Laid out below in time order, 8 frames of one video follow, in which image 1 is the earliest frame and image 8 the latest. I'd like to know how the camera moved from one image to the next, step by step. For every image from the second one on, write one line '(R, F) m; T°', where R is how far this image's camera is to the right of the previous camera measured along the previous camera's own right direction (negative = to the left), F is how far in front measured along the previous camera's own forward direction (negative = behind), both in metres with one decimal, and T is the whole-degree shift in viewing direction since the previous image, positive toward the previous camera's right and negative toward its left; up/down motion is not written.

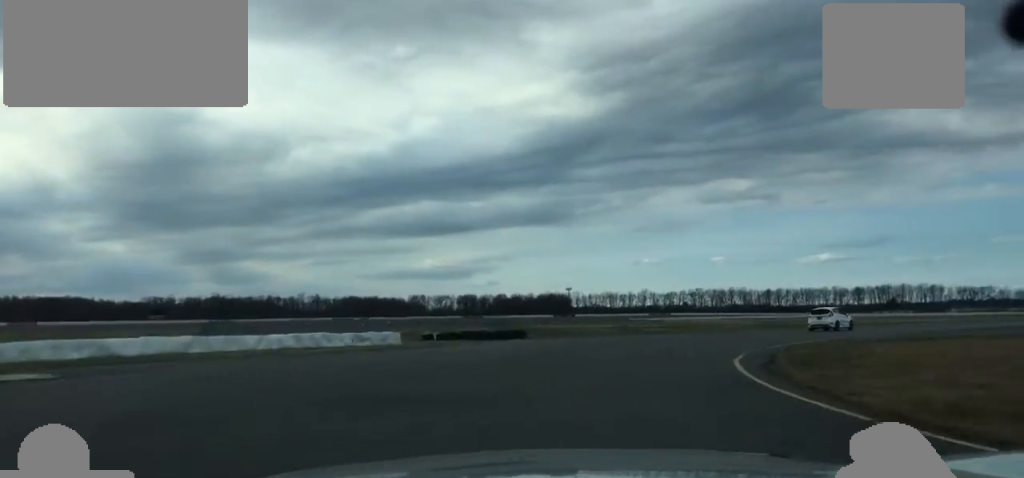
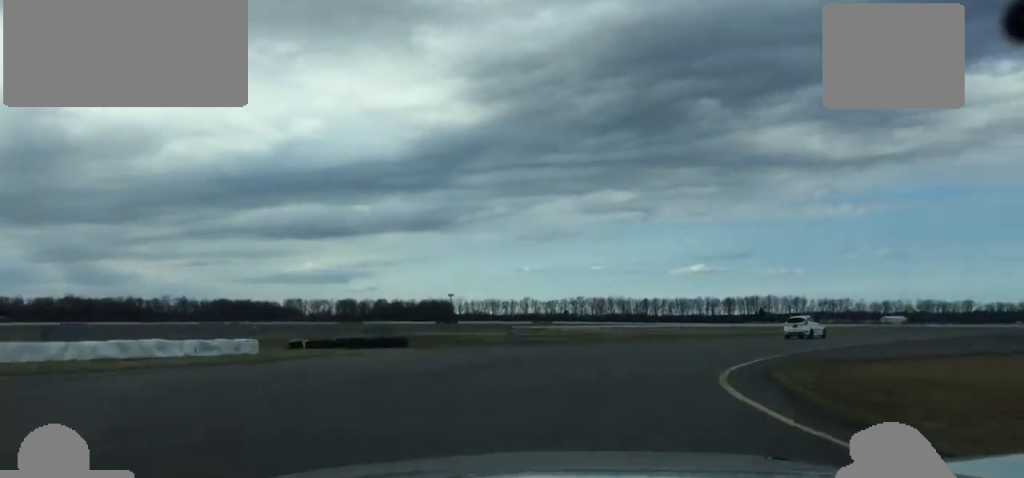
(+1.3, +8.1) m; +8°
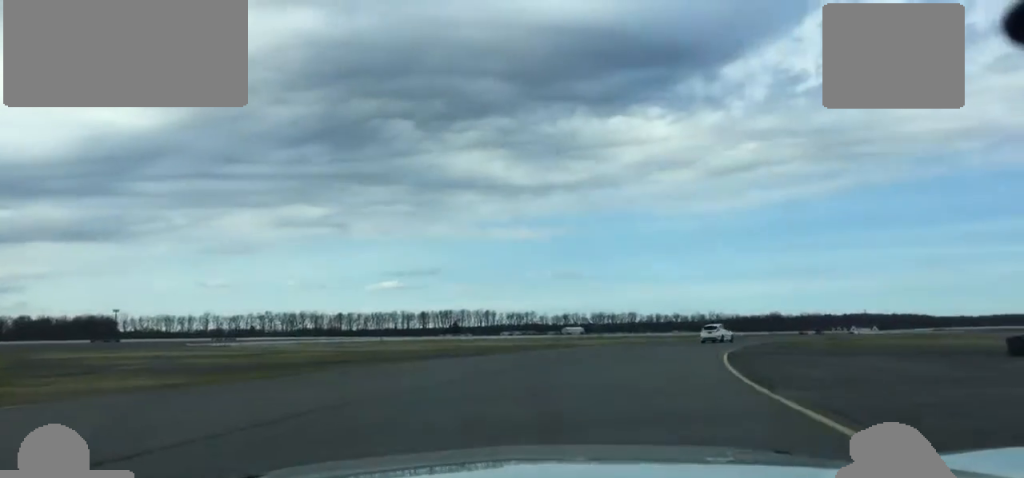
(+3.2, +22.7) m; +16°
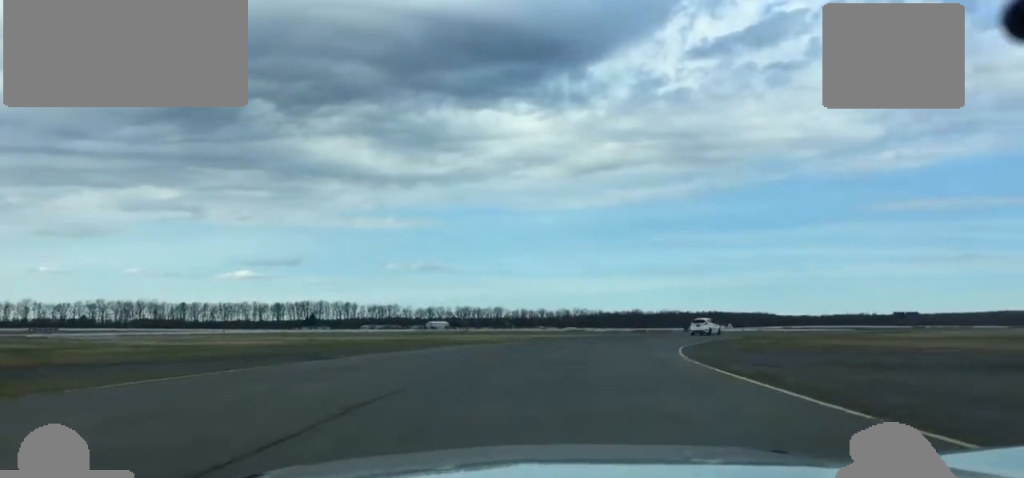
(+1.7, +16.0) m; +8°
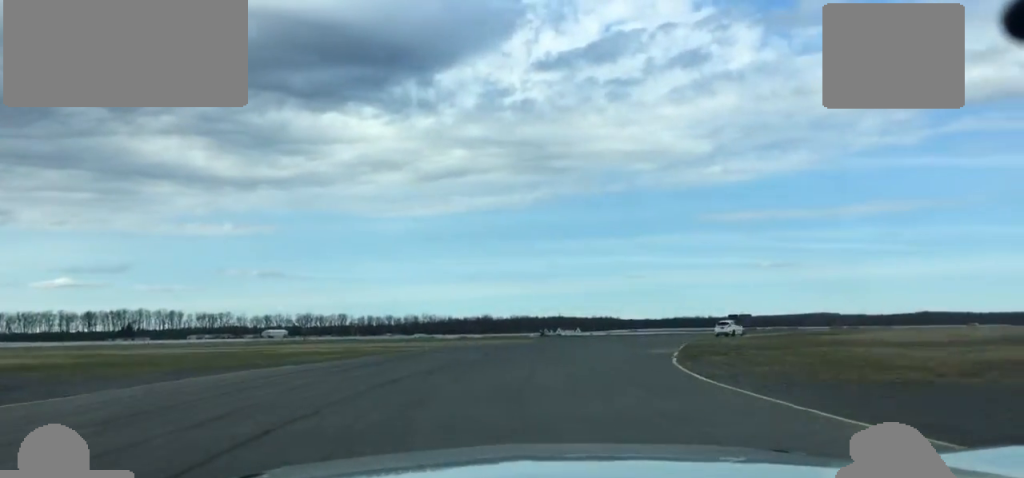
(+1.9, +22.8) m; +11°
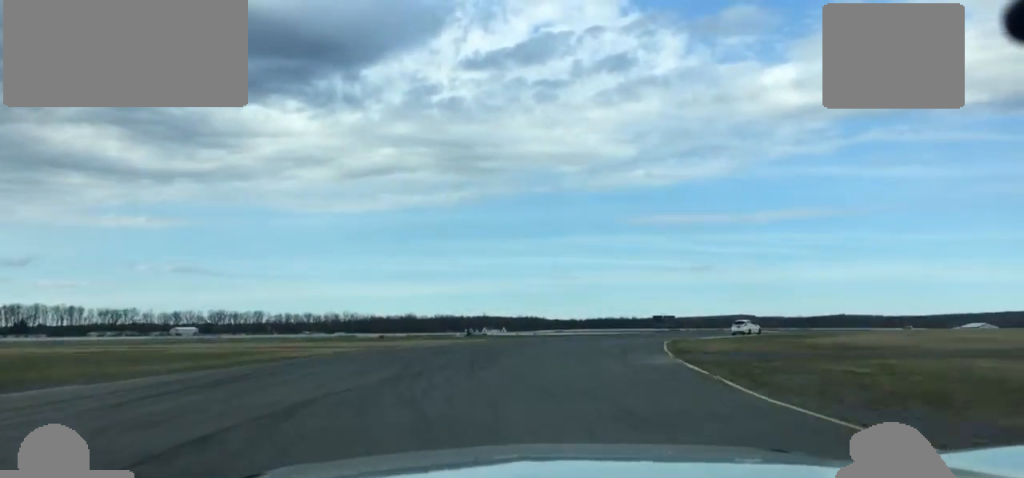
(+0.1, +11.4) m; +5°
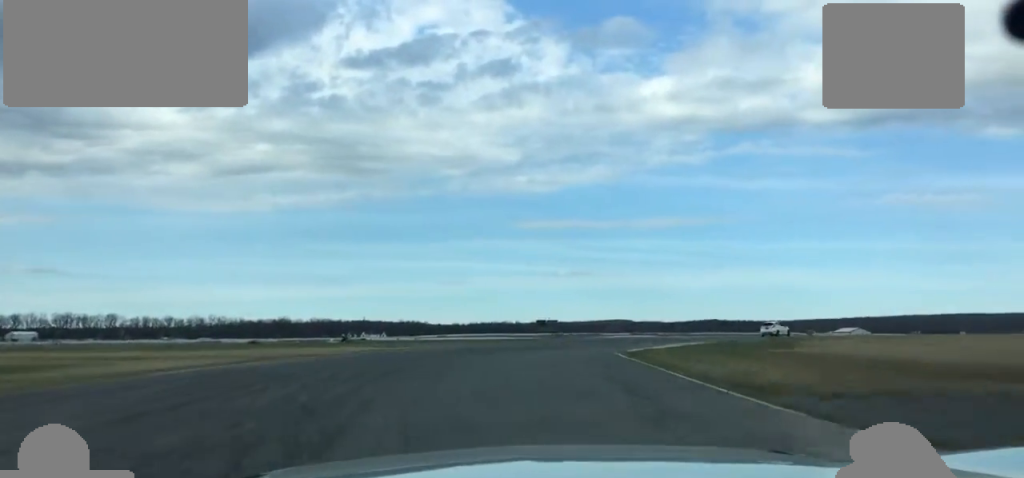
(+1.8, +18.3) m; +8°
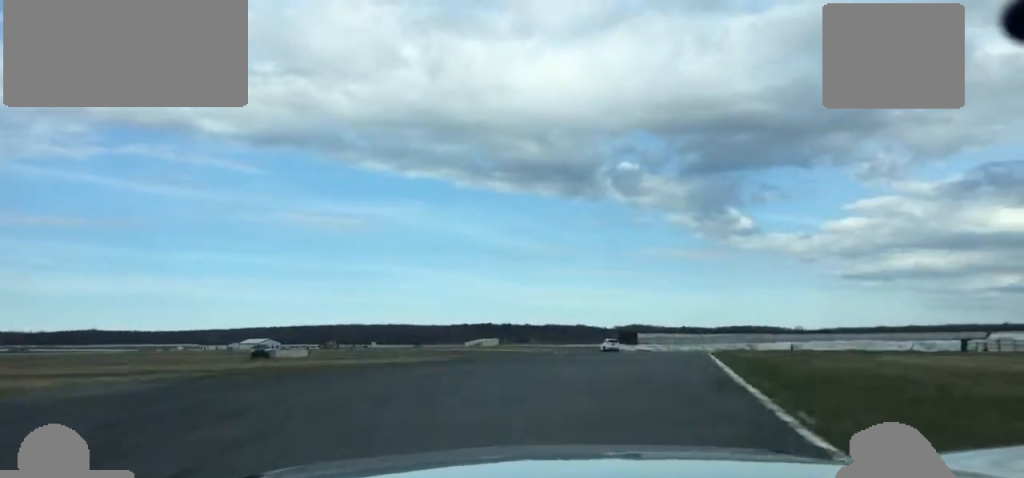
(+18.9, +73.7) m; +37°
